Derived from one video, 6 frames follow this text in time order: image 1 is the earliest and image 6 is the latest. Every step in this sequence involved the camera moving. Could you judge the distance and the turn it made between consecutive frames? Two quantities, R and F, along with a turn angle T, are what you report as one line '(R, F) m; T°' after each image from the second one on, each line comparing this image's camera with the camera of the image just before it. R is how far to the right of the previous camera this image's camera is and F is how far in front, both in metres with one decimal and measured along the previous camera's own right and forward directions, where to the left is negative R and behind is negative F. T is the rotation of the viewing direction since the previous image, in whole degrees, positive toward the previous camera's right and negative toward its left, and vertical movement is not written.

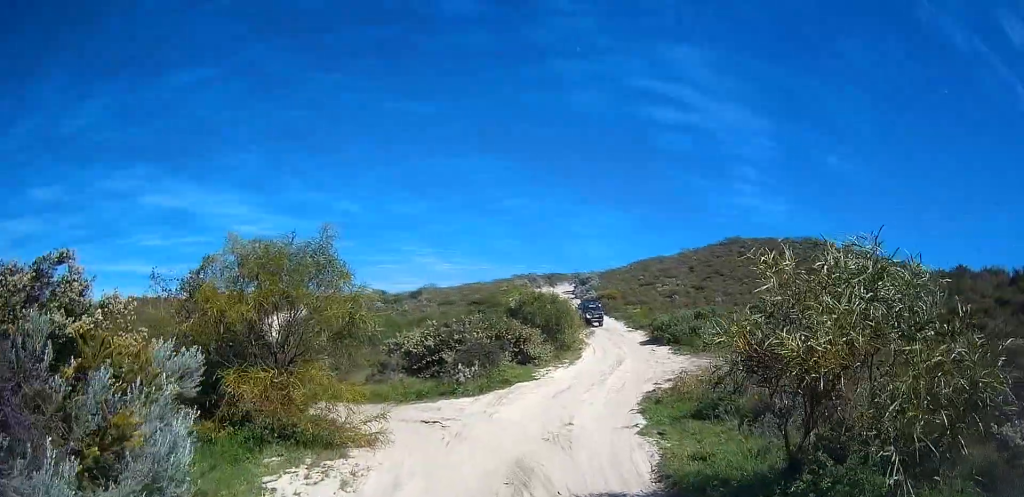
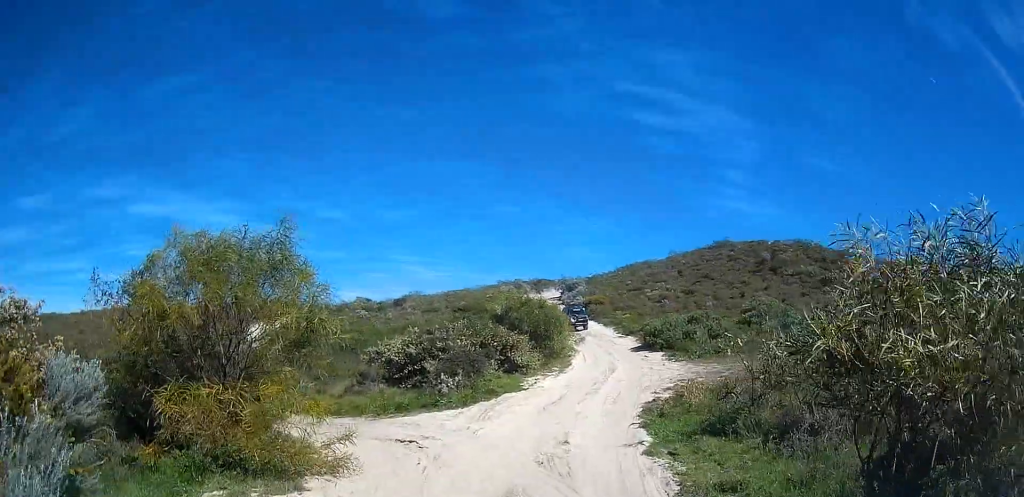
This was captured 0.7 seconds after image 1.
(+0.1, +1.3) m; +9°
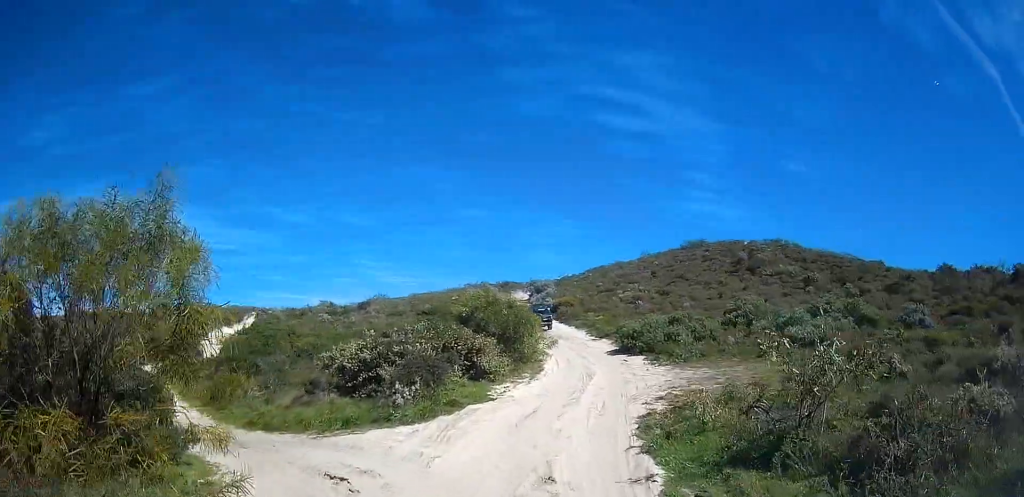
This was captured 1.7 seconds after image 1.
(+0.2, +2.3) m; -5°
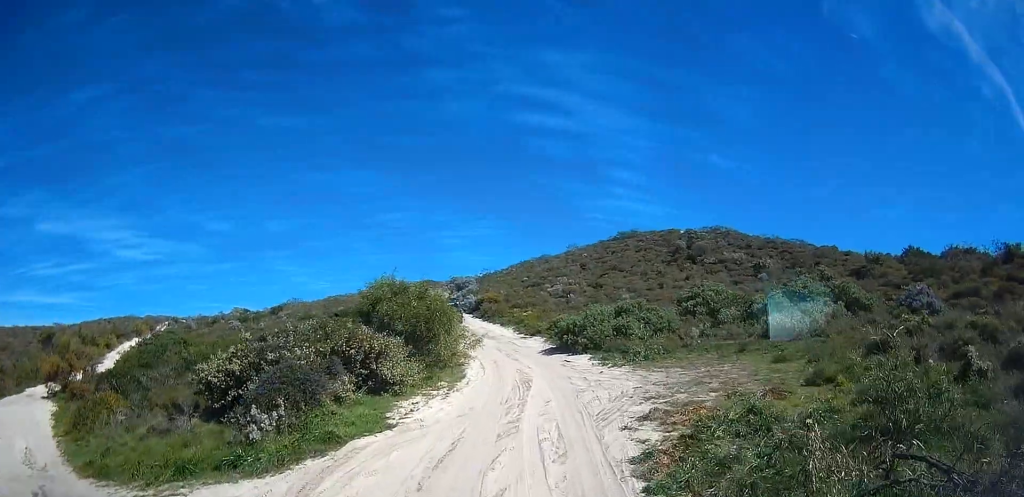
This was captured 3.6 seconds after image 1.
(-0.4, +4.9) m; +10°
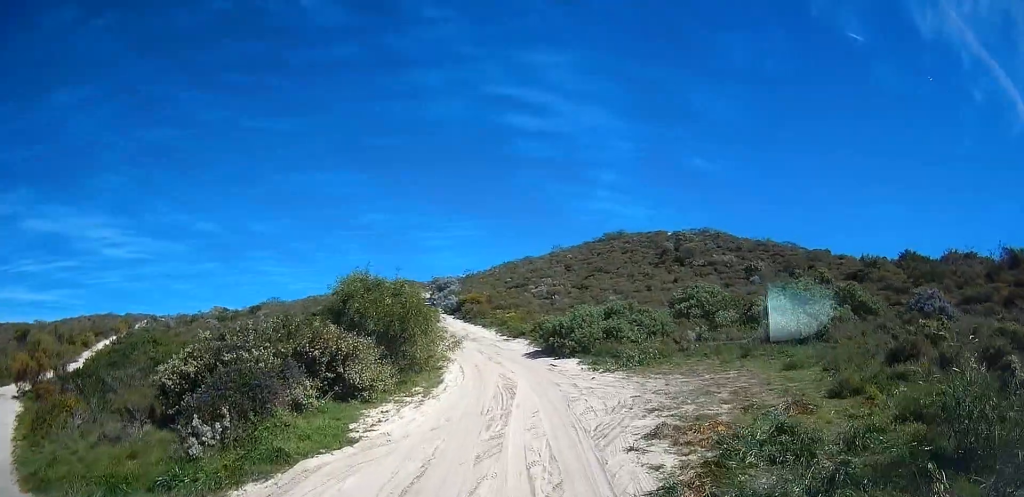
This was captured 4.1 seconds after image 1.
(+0.3, +1.7) m; +4°
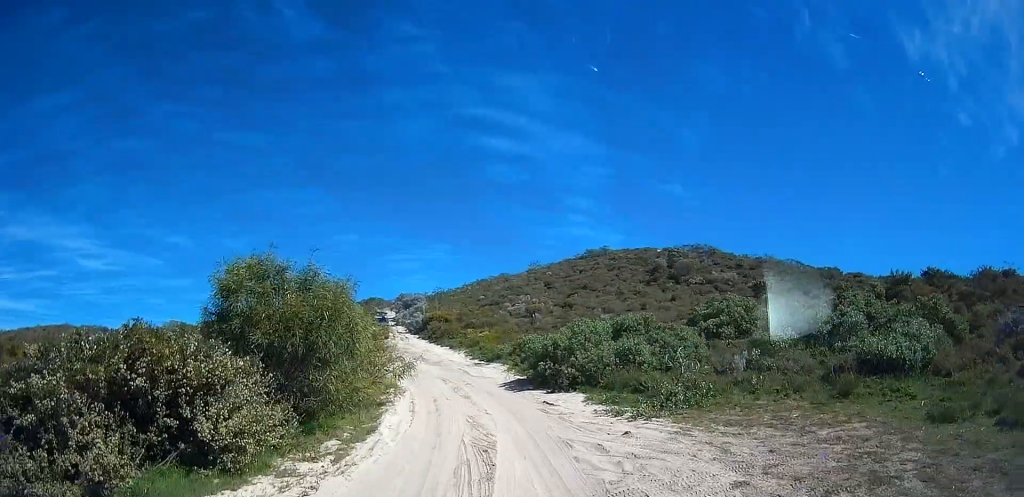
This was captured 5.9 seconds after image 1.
(0.0, +6.5) m; -6°
